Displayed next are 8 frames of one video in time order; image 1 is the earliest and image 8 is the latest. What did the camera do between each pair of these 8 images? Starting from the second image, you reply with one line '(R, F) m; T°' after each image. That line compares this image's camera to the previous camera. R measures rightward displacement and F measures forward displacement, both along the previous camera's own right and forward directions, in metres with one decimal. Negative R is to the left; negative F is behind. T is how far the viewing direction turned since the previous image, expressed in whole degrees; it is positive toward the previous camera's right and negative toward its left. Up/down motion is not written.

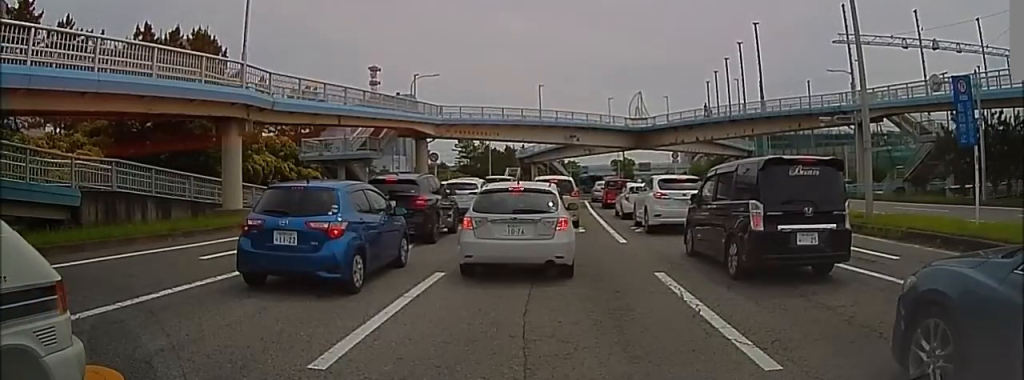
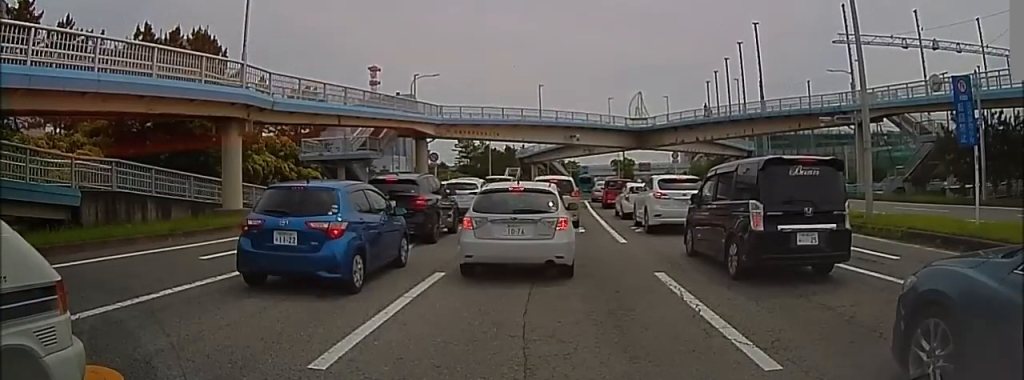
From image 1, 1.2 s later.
(-0.1, +0.1) m; 0°
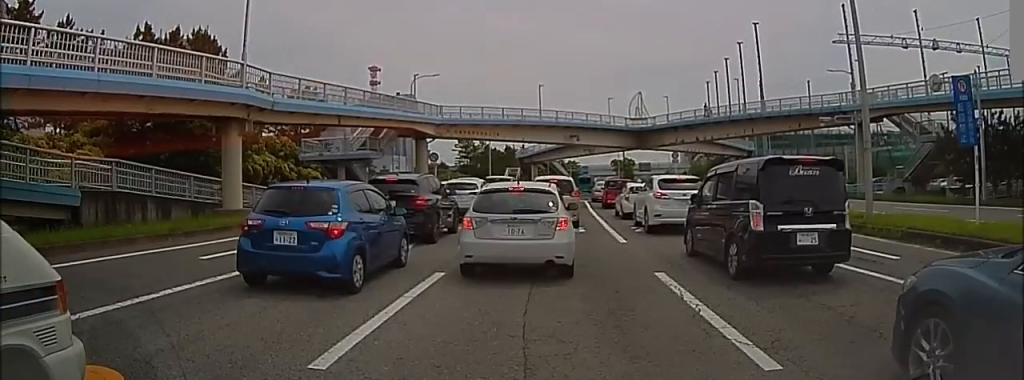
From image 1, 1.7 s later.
(0.0, 0.0) m; 0°
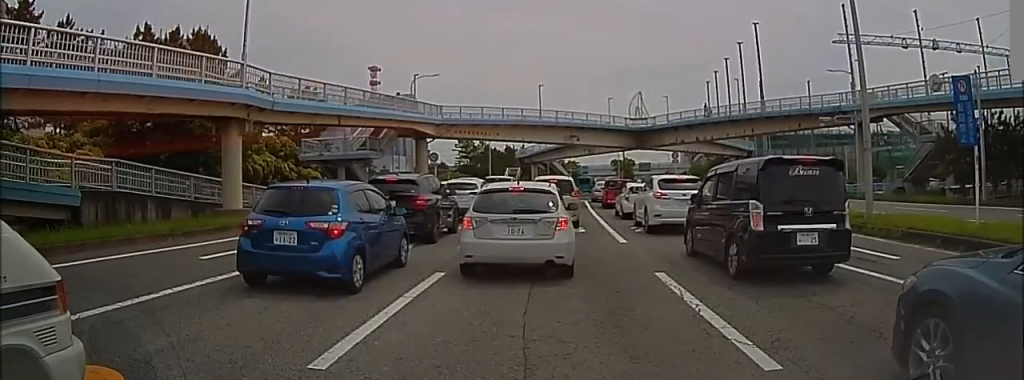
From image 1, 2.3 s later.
(-0.1, 0.0) m; 0°
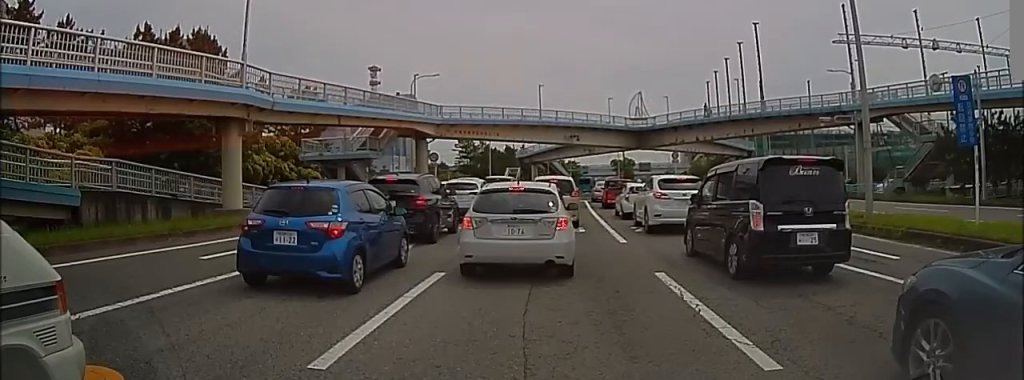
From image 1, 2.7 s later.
(0.0, 0.0) m; 0°
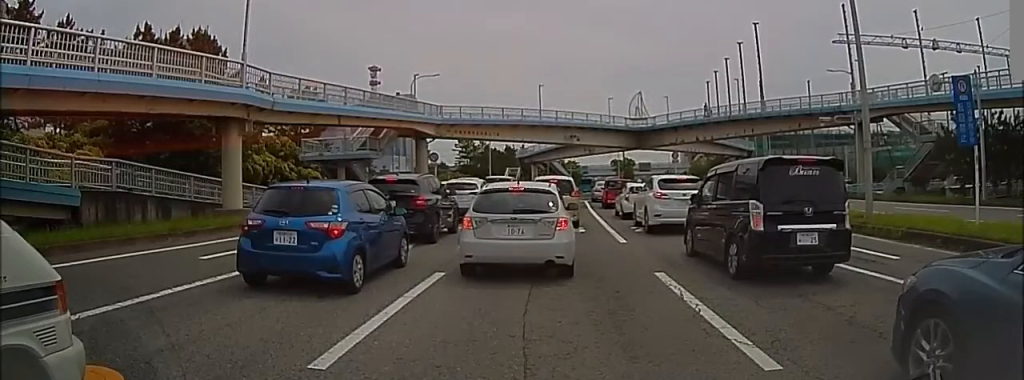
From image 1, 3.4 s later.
(0.0, 0.0) m; 0°
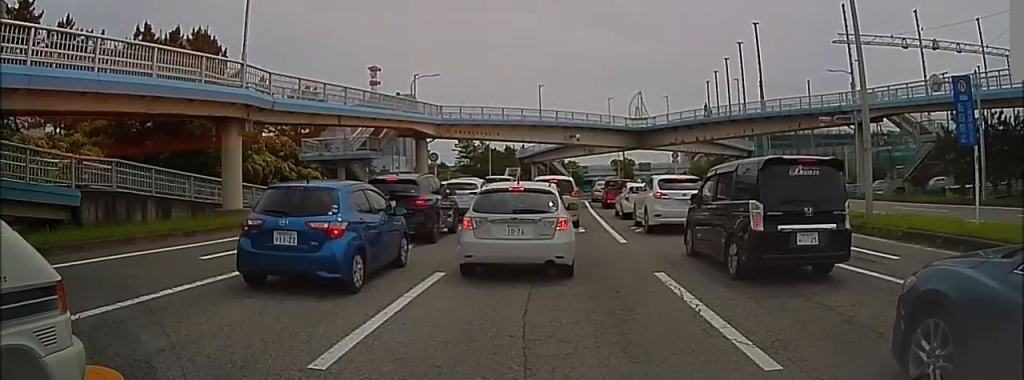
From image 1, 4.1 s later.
(0.0, 0.0) m; 0°
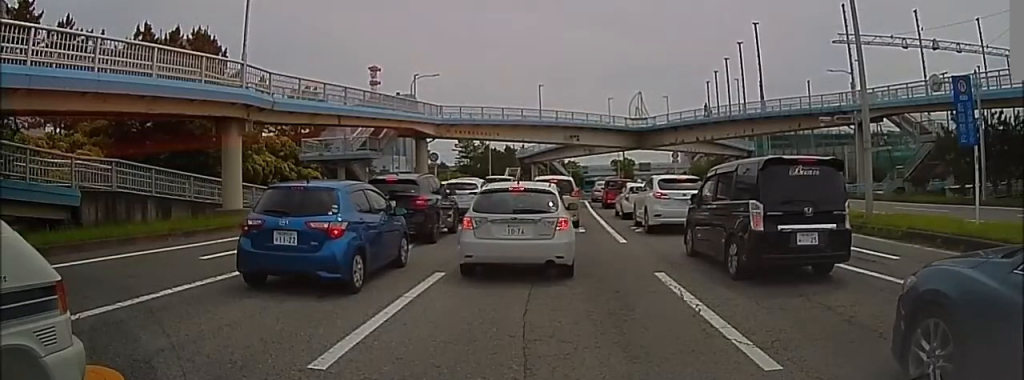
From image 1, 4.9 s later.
(0.0, 0.0) m; 0°
